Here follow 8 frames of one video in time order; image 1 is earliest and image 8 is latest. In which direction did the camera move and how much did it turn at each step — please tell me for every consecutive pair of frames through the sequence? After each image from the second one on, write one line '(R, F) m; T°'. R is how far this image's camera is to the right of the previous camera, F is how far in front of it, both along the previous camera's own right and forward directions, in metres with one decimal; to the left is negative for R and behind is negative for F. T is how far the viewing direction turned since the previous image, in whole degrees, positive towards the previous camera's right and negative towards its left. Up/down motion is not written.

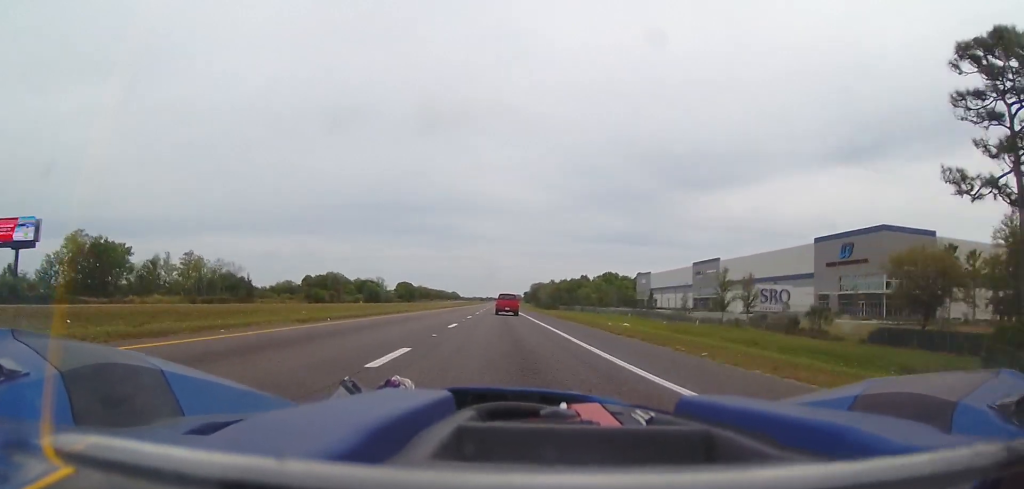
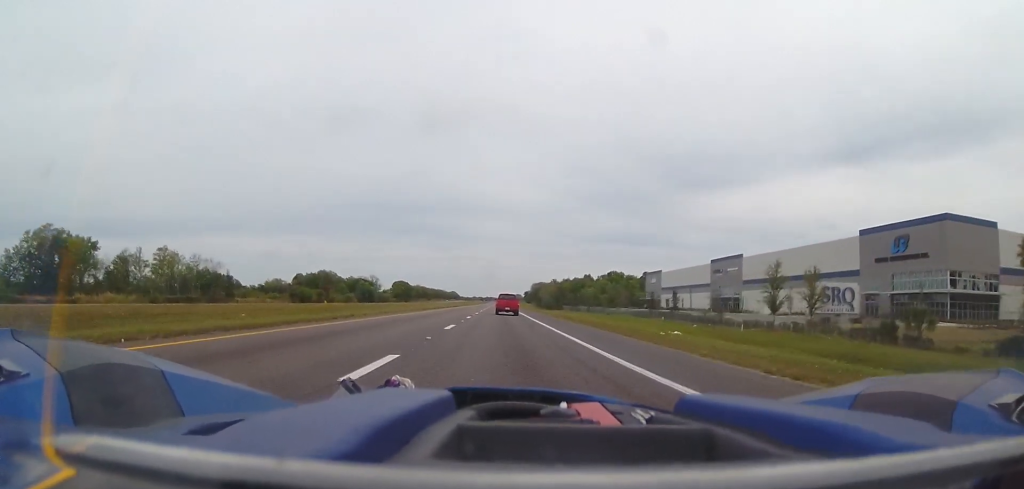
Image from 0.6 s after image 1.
(-0.1, +13.3) m; +1°
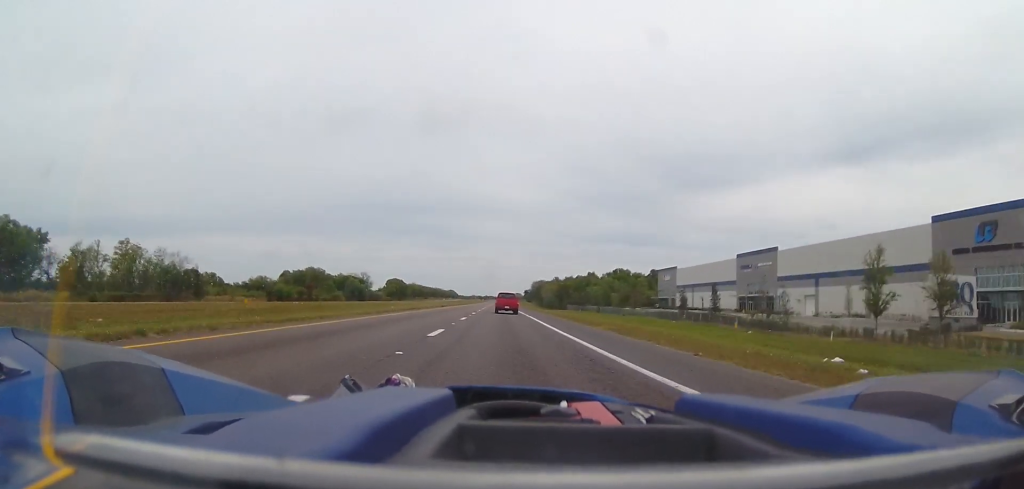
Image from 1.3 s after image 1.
(+0.3, +16.5) m; 0°
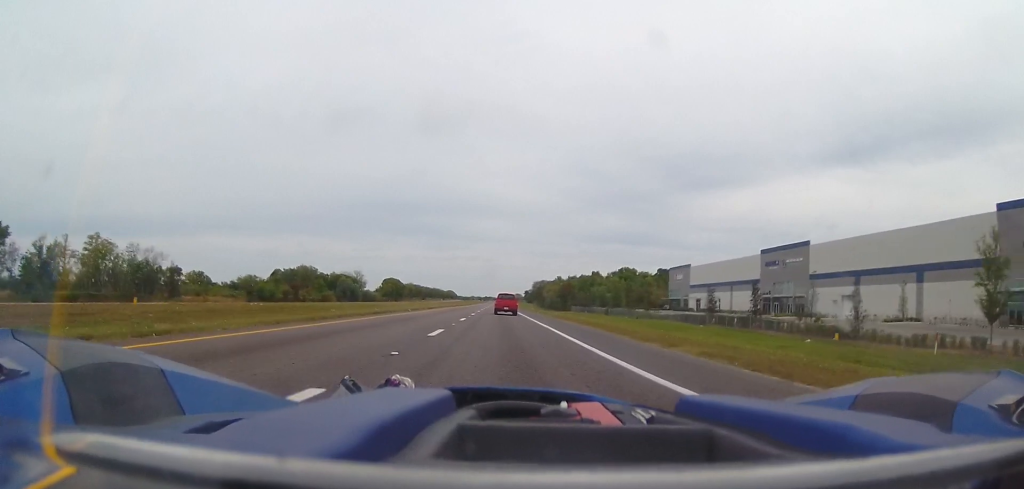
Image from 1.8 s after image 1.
(+0.1, +11.8) m; 0°
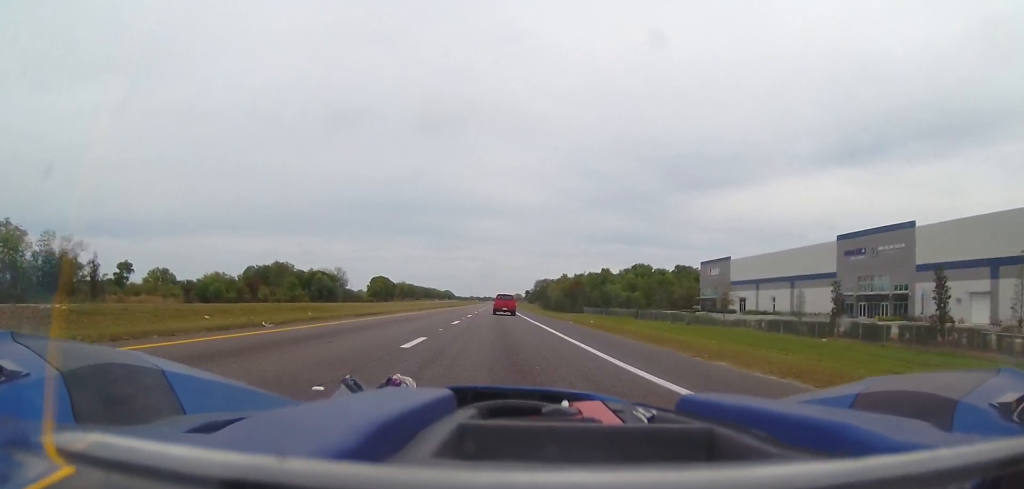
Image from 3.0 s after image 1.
(-0.5, +28.4) m; -1°
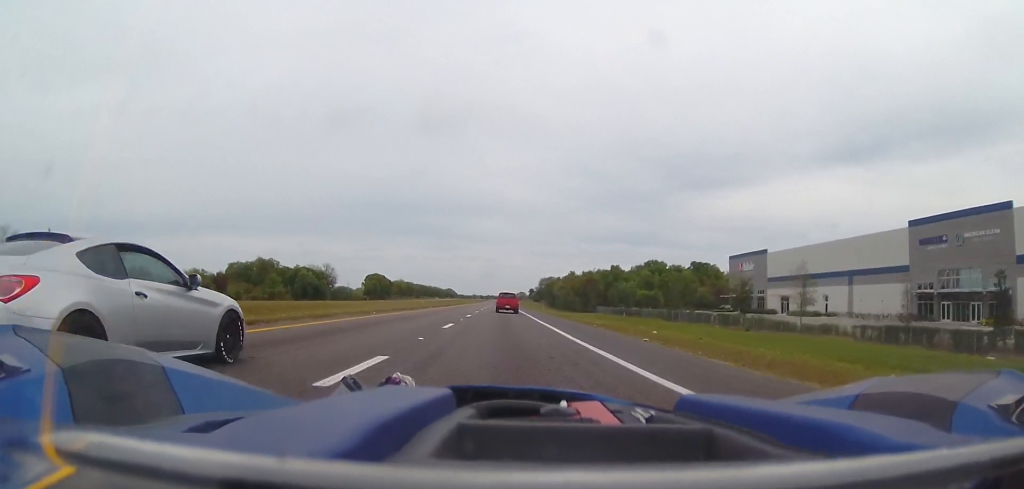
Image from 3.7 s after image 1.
(0.0, +17.5) m; 0°
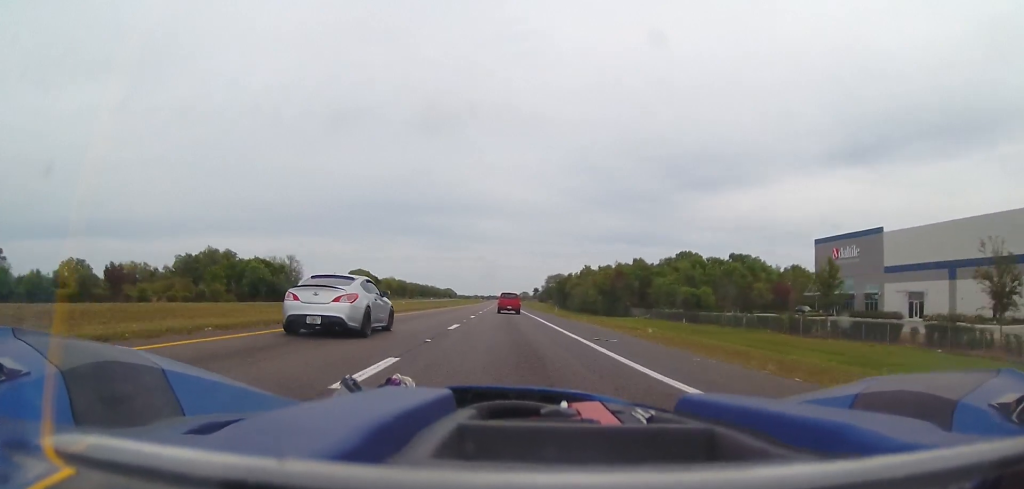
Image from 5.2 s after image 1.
(0.0, +36.4) m; 0°
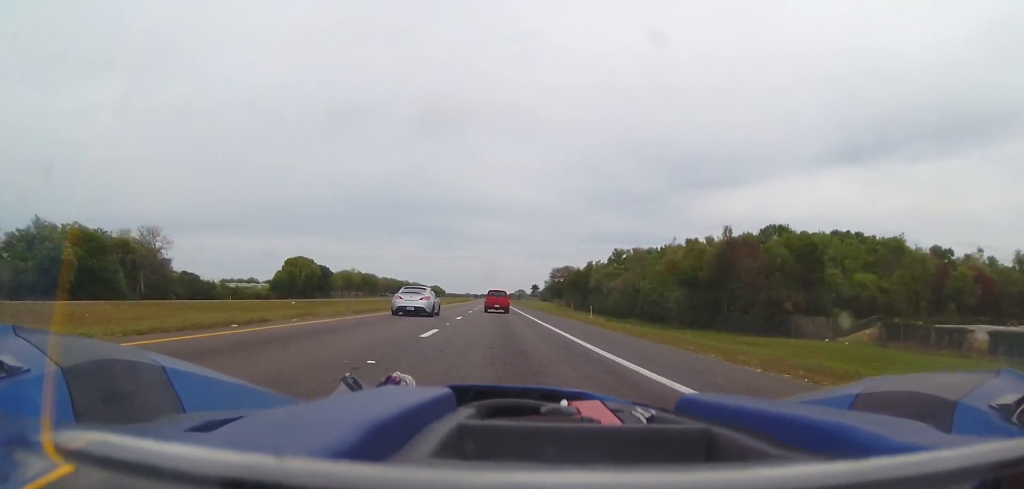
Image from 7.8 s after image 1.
(0.0, +65.7) m; 0°
